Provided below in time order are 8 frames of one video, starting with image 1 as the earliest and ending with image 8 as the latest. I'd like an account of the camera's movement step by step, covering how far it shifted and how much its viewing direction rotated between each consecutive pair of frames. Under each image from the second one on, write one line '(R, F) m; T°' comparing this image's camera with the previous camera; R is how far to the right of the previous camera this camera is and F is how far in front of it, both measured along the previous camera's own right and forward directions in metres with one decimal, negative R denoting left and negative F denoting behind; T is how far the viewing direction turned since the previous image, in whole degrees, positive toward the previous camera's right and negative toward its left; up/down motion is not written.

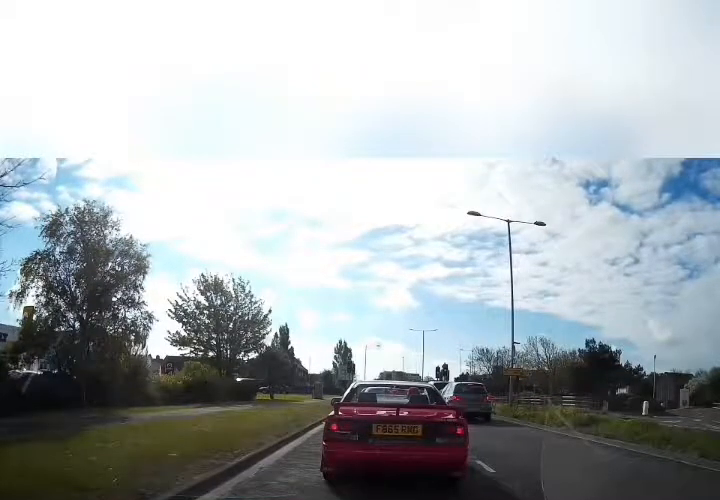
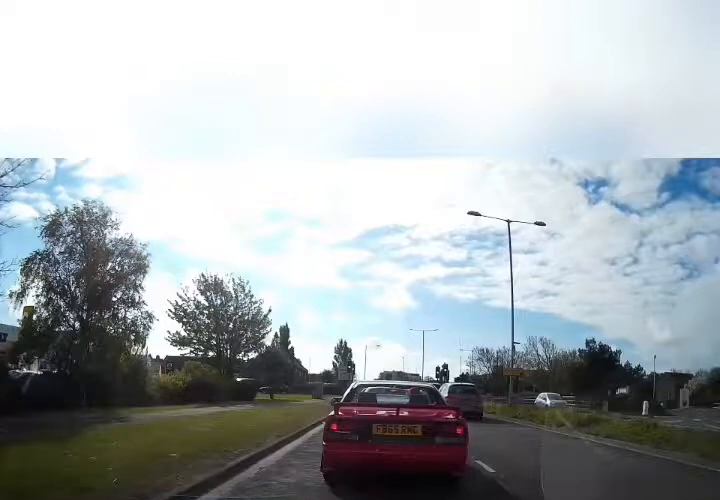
(0.0, 0.0) m; 0°
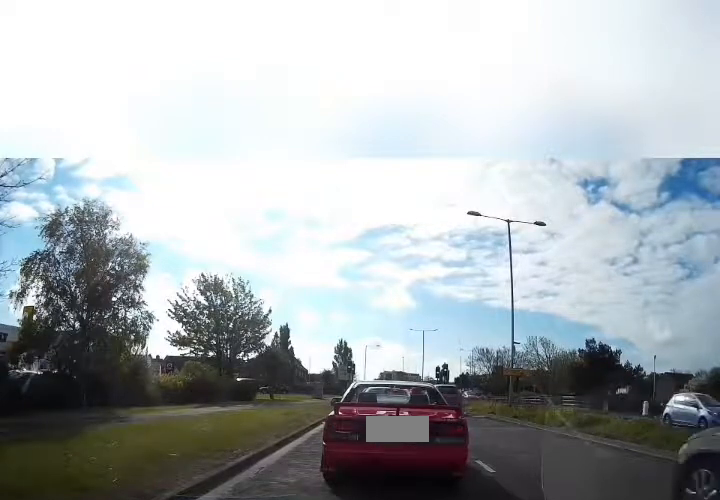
(0.0, 0.0) m; 0°
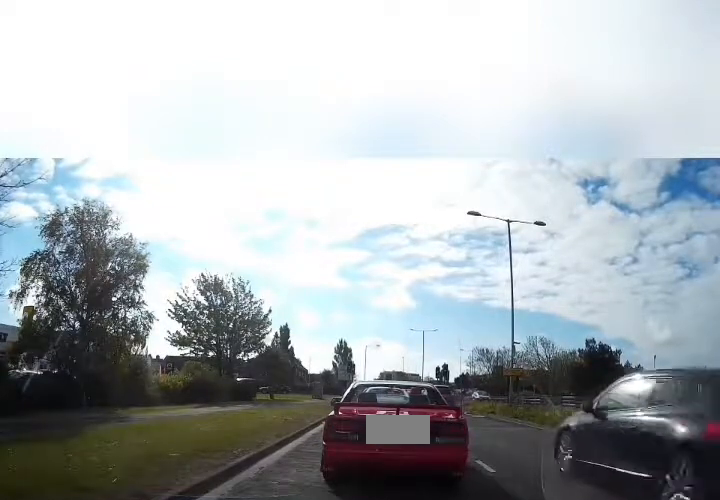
(0.0, 0.0) m; 0°
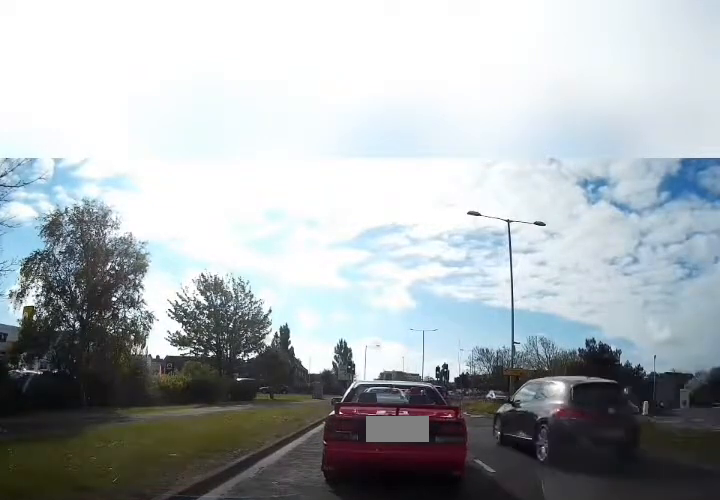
(0.0, 0.0) m; 0°
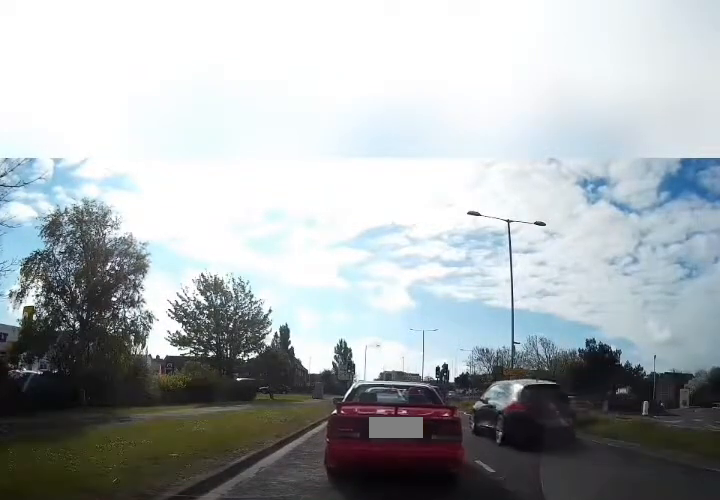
(0.0, 0.0) m; 0°
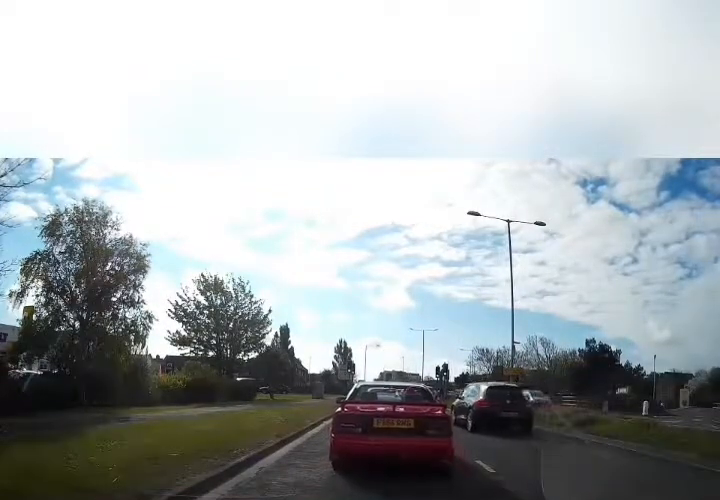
(0.0, 0.0) m; 0°
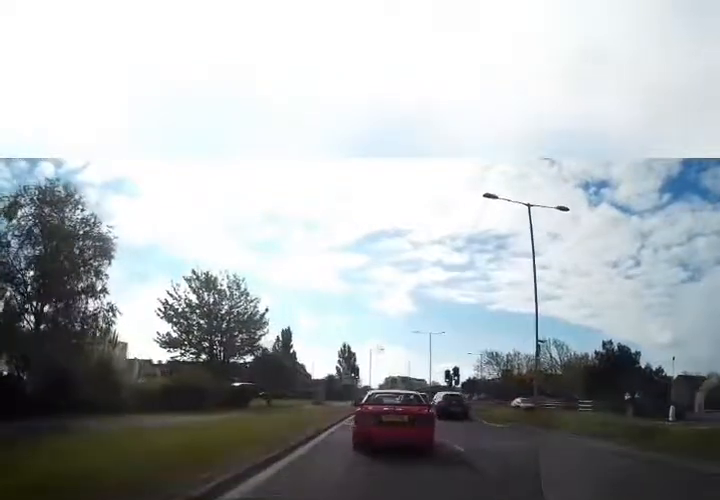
(+0.1, +2.7) m; 0°
